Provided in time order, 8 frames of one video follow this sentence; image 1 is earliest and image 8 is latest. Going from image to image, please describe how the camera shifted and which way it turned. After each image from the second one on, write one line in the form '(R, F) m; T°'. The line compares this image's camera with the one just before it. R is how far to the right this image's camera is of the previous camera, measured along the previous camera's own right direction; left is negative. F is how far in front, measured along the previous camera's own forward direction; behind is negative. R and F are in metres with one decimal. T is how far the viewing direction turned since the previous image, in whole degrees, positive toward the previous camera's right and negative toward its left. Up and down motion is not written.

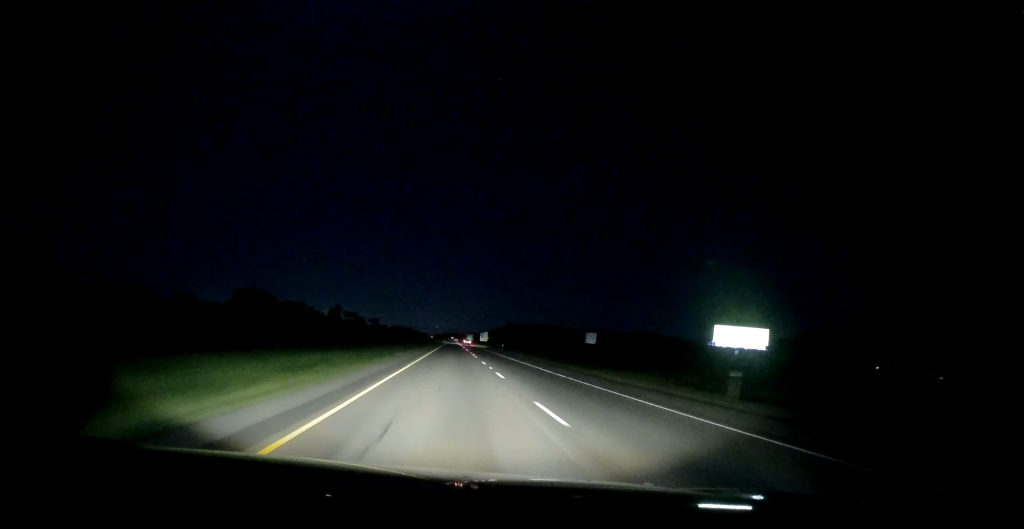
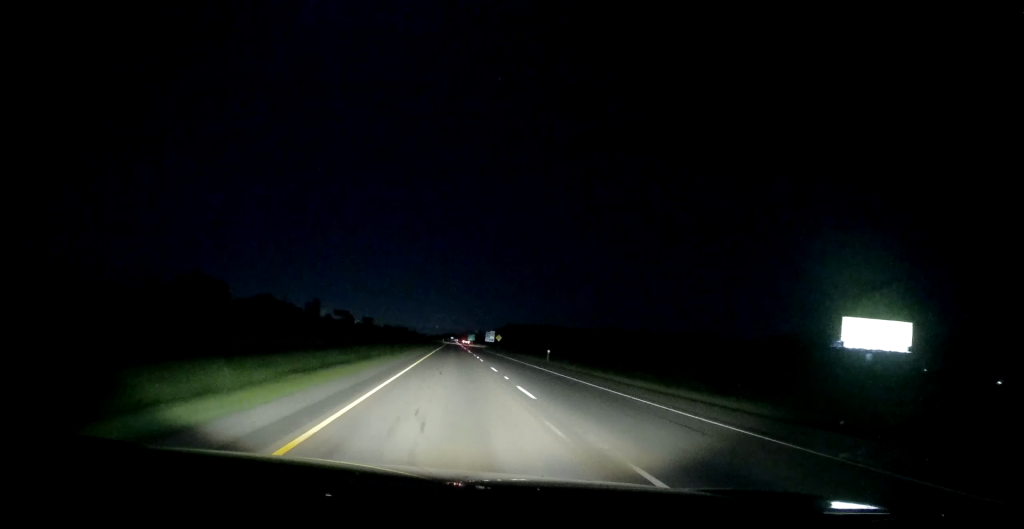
(-0.2, +57.3) m; -1°
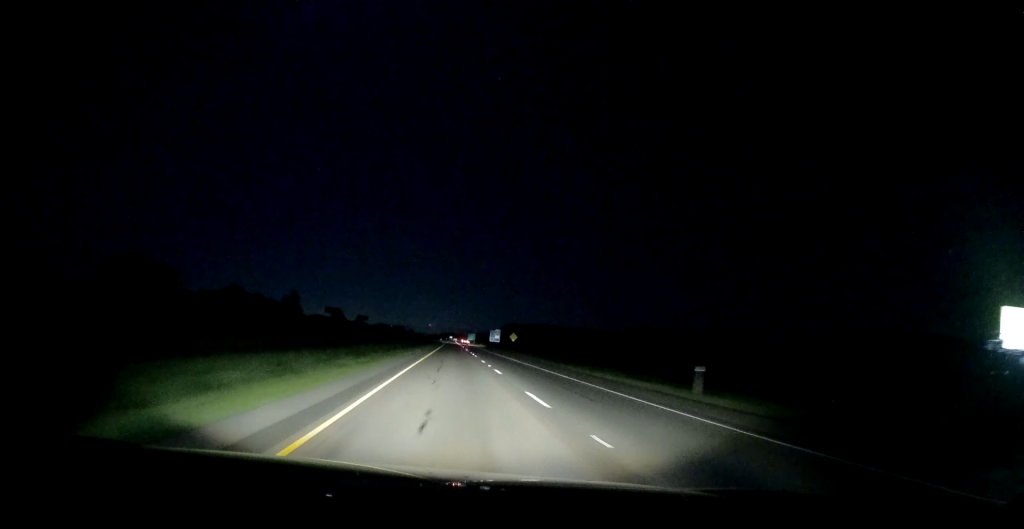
(-0.1, +38.7) m; +1°
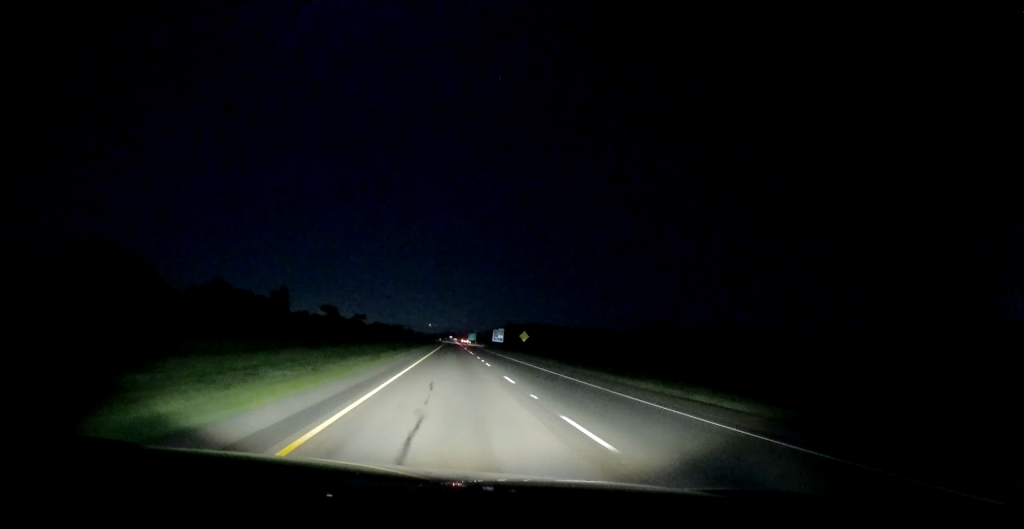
(+0.2, +17.2) m; 0°
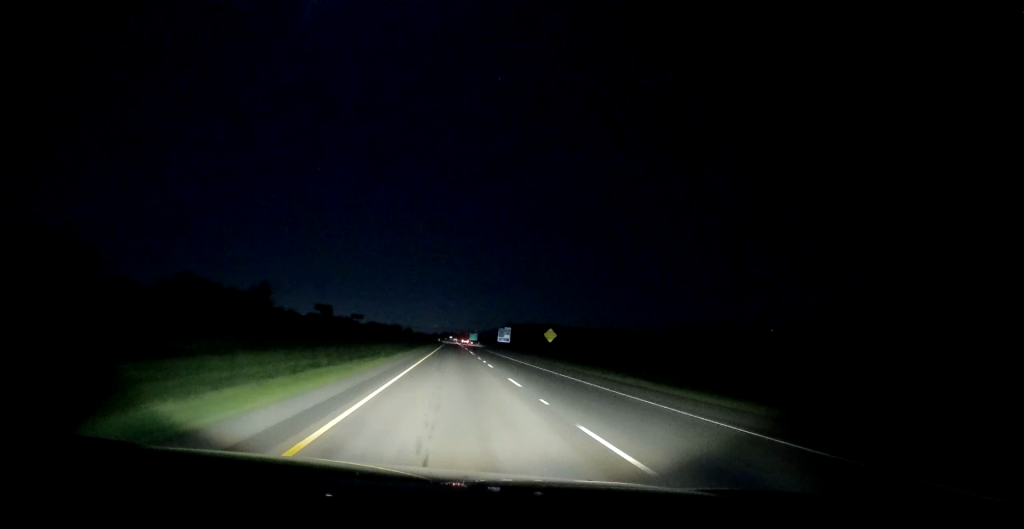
(-0.1, +25.7) m; 0°
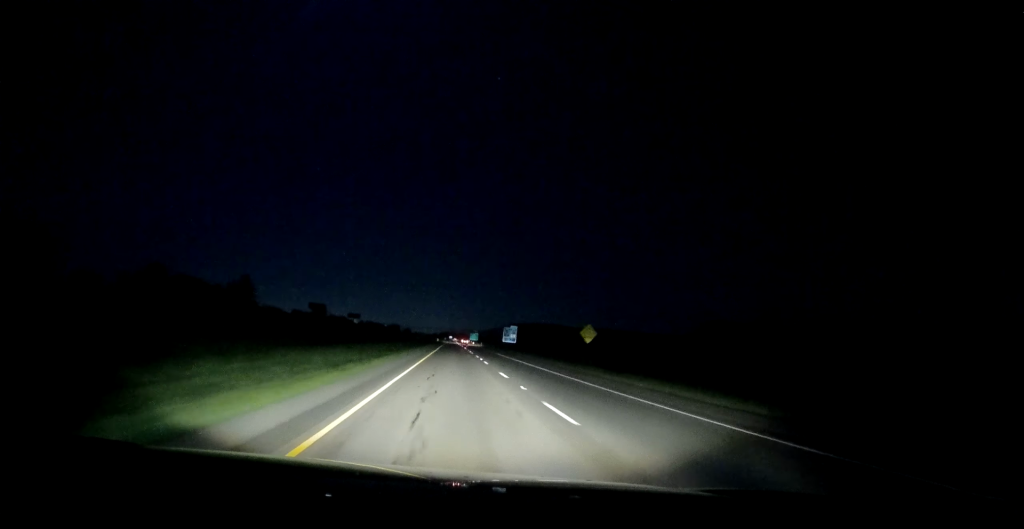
(0.0, +20.4) m; 0°
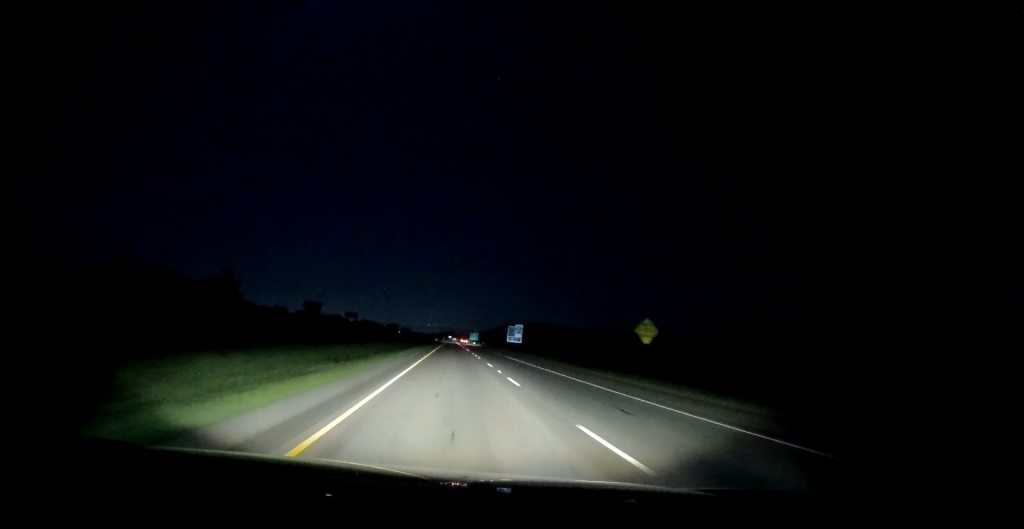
(+0.1, +16.1) m; 0°
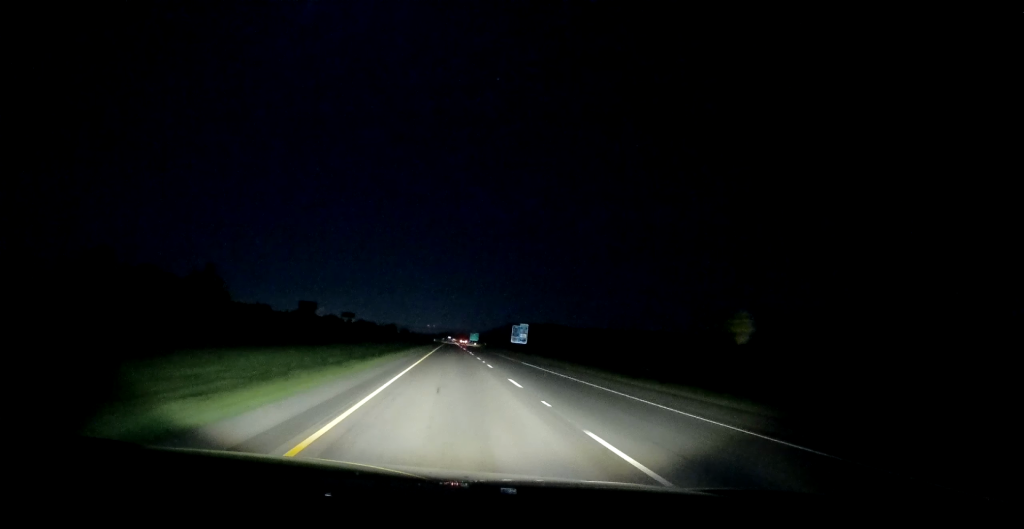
(0.0, +12.9) m; 0°
